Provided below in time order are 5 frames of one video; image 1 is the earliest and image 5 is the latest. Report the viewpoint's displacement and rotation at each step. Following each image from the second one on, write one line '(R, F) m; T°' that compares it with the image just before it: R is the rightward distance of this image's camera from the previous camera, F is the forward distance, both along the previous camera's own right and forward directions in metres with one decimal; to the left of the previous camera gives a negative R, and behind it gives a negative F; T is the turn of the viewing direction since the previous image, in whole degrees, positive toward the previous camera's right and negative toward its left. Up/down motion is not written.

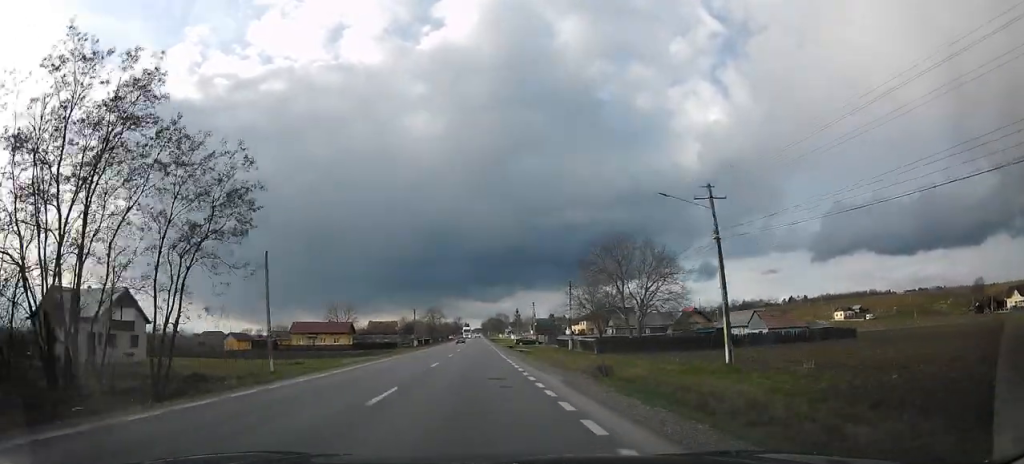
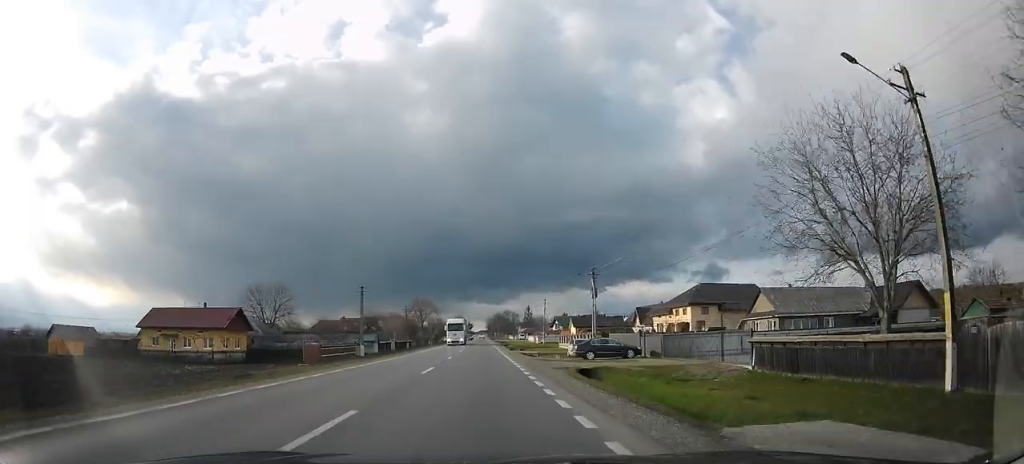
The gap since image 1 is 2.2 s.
(-1.0, +51.8) m; -1°
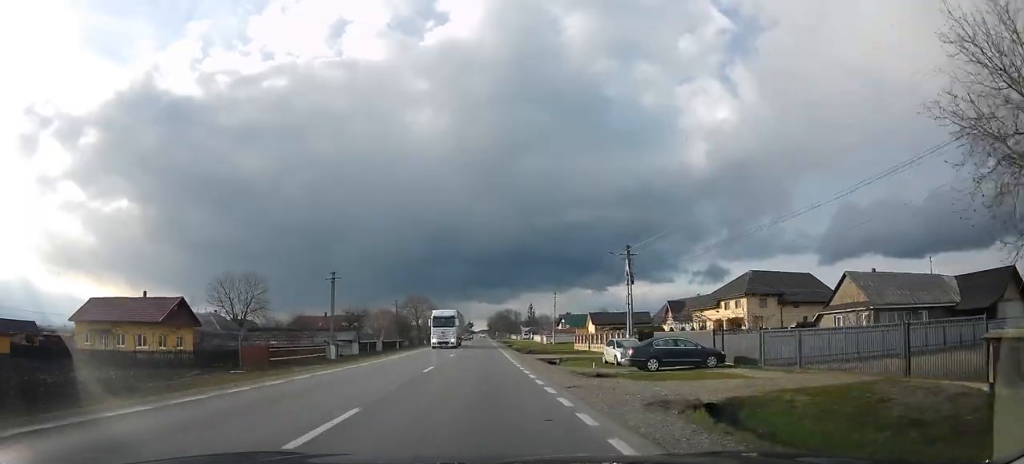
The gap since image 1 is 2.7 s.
(0.0, +12.0) m; 0°
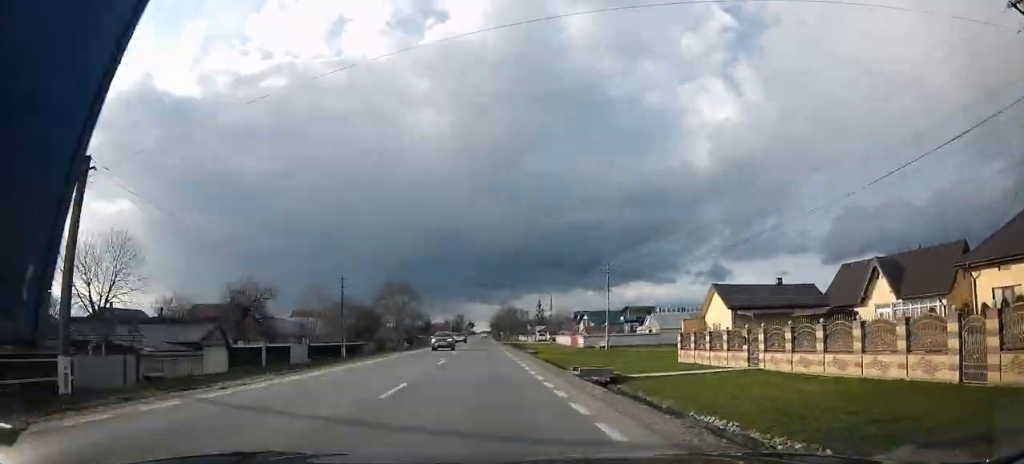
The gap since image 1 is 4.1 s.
(+0.5, +33.6) m; +1°
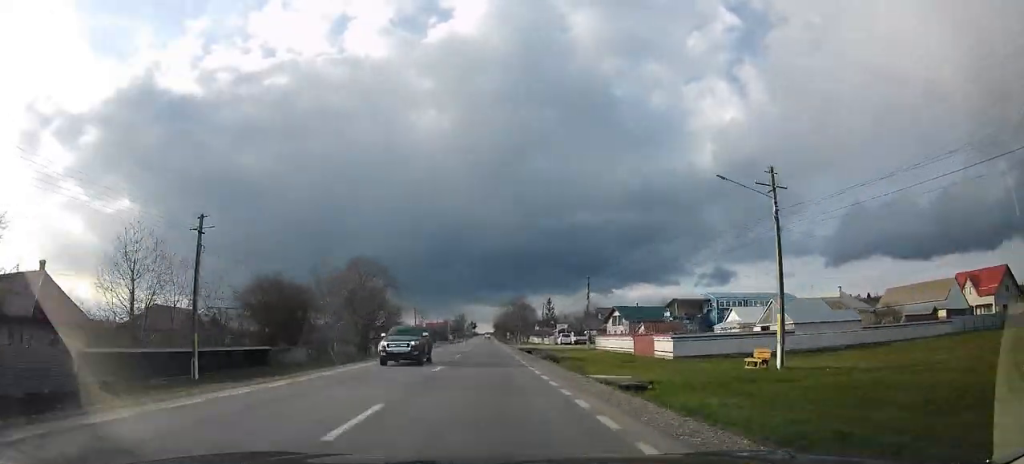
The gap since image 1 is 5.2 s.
(-0.1, +28.1) m; -1°
